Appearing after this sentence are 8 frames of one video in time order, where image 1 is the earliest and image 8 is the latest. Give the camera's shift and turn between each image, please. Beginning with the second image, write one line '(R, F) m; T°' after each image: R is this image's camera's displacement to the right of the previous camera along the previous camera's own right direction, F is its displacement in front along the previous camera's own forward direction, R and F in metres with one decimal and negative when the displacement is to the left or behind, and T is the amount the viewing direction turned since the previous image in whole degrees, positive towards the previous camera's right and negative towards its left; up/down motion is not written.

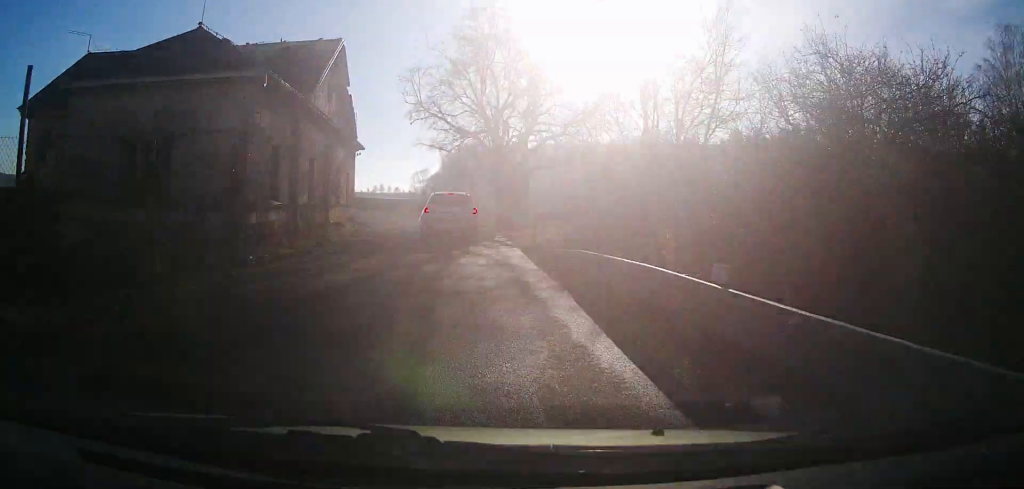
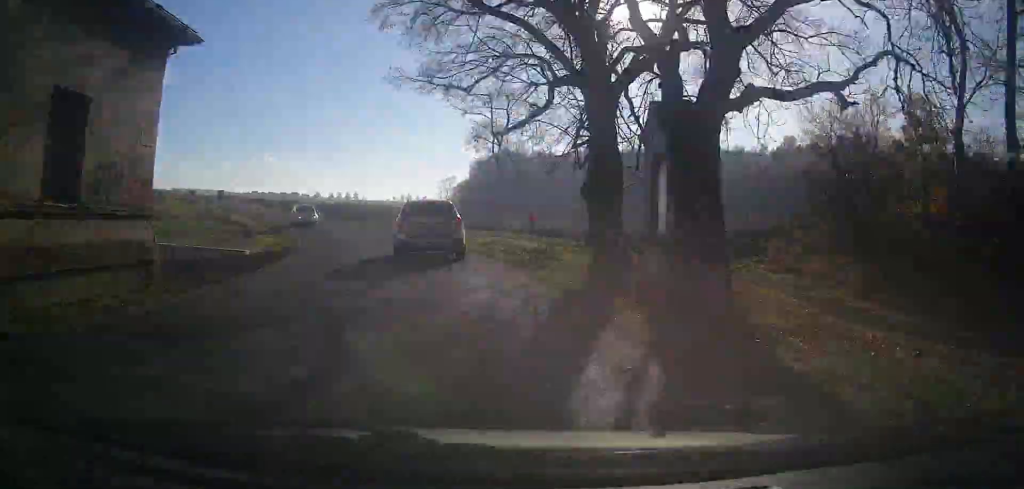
(+0.4, +25.5) m; +1°
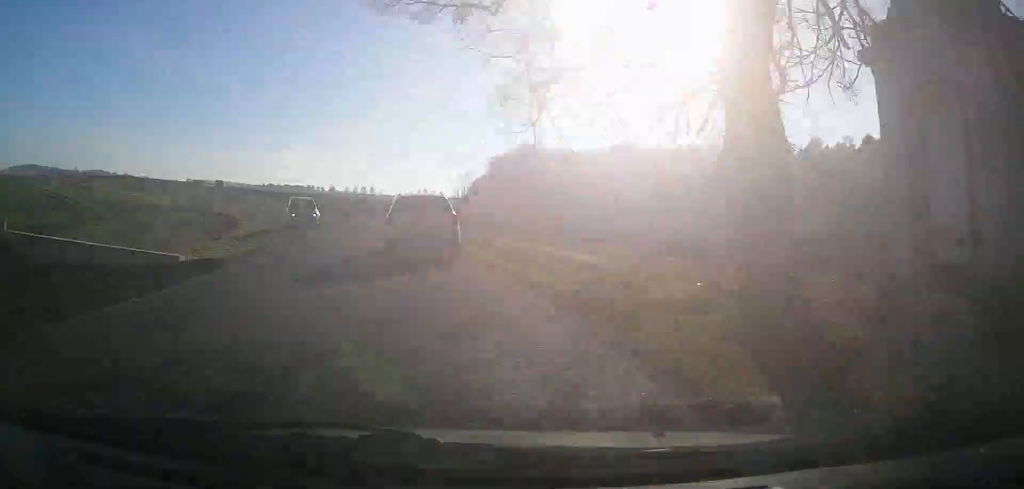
(+0.2, +7.8) m; 0°
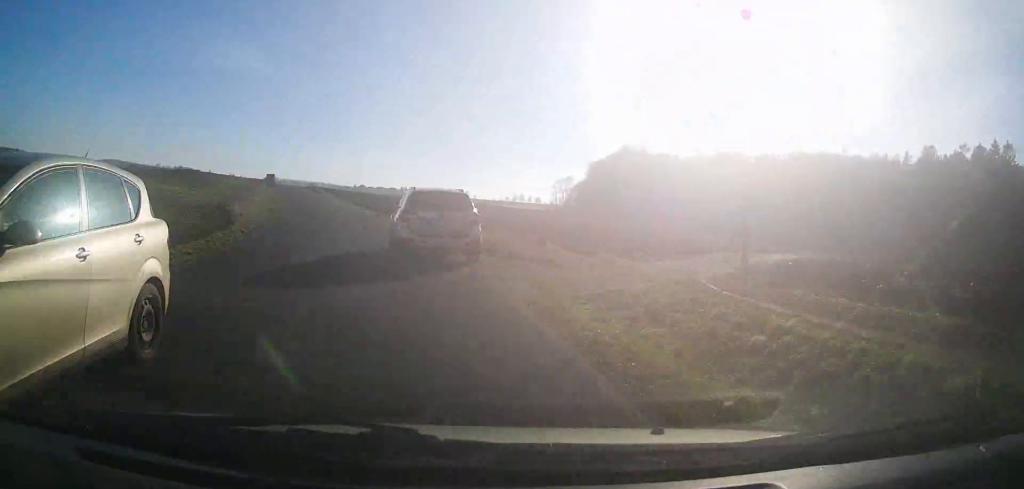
(-0.6, +17.6) m; -5°
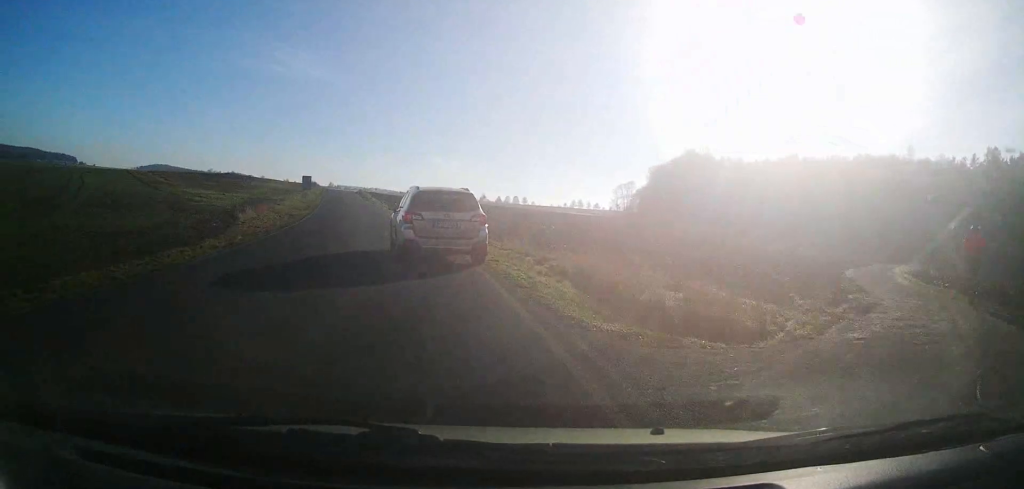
(-0.4, +8.6) m; -4°
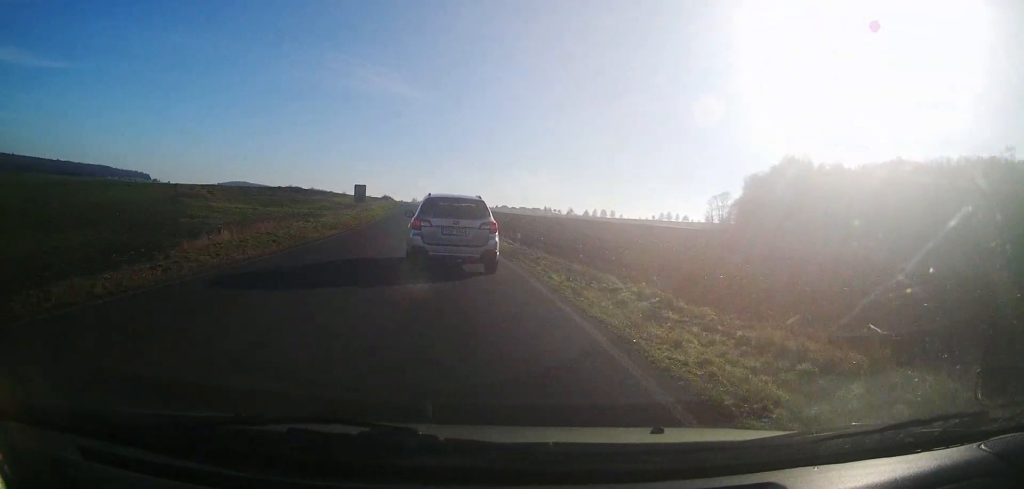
(-1.0, +15.2) m; -8°
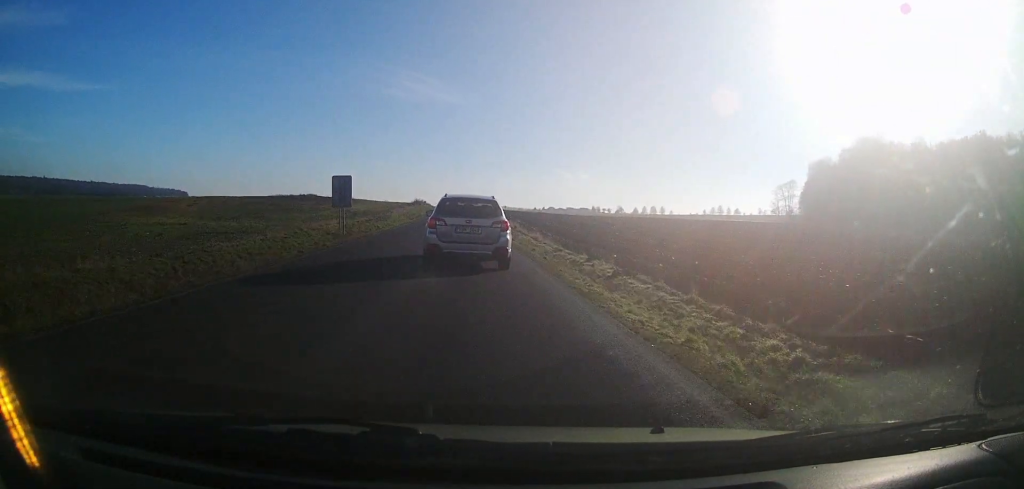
(-2.1, +22.7) m; -8°
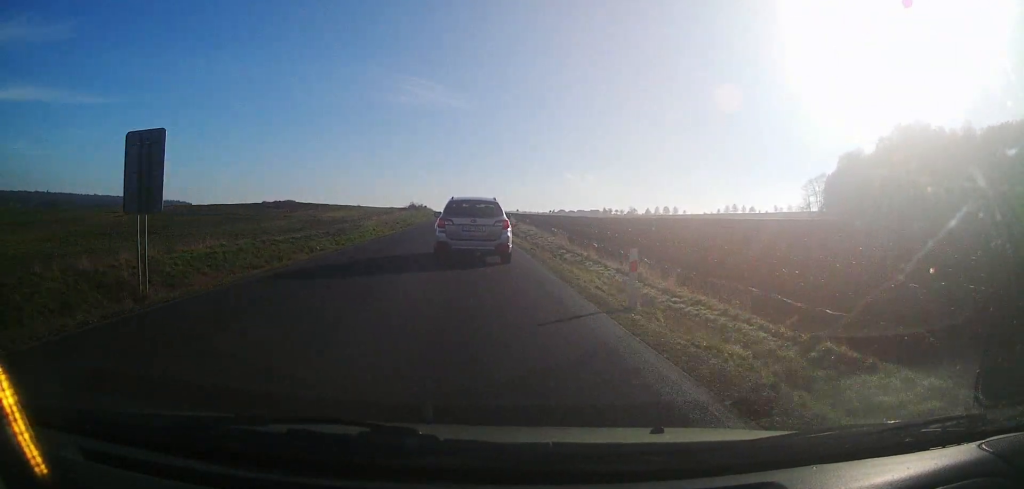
(-0.4, +19.0) m; -4°
